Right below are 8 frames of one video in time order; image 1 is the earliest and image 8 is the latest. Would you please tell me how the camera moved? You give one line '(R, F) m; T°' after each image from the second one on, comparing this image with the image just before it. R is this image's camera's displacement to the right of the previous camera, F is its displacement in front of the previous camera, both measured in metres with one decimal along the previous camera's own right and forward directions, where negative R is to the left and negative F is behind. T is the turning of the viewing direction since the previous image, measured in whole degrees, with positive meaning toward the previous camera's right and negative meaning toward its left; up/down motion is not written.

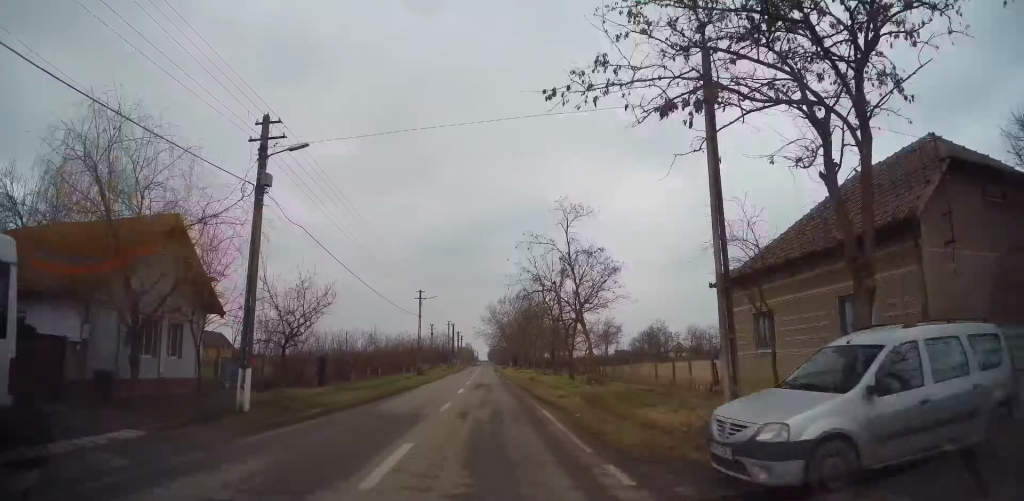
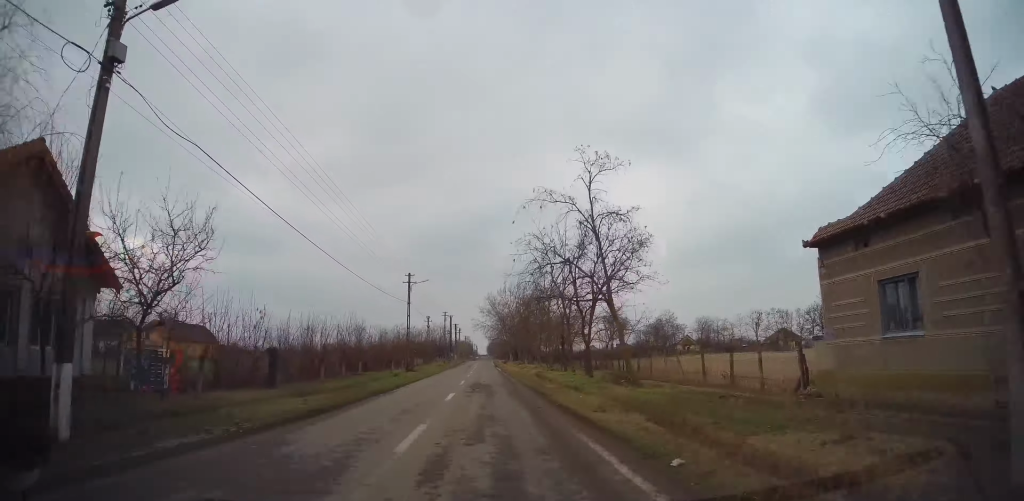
(+0.2, +6.7) m; 0°
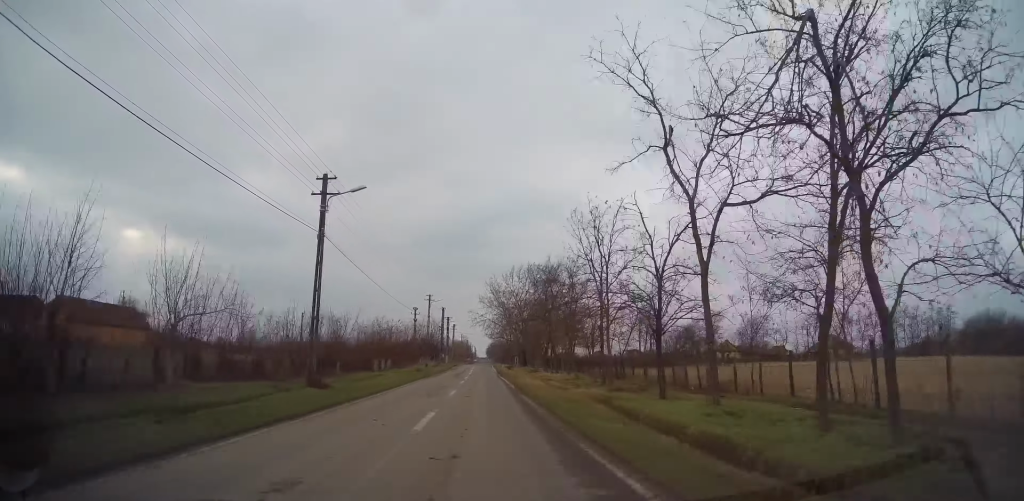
(-0.2, +23.7) m; -1°
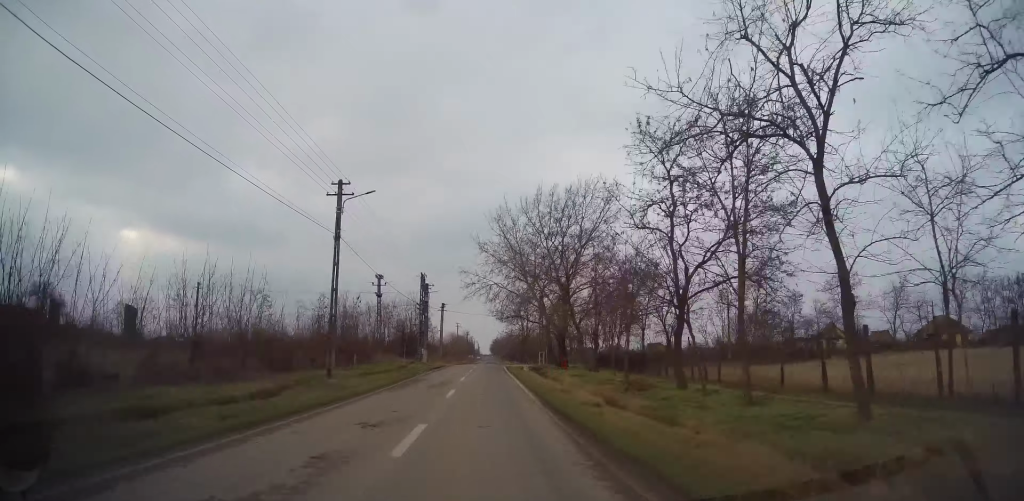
(-0.5, +38.1) m; -2°
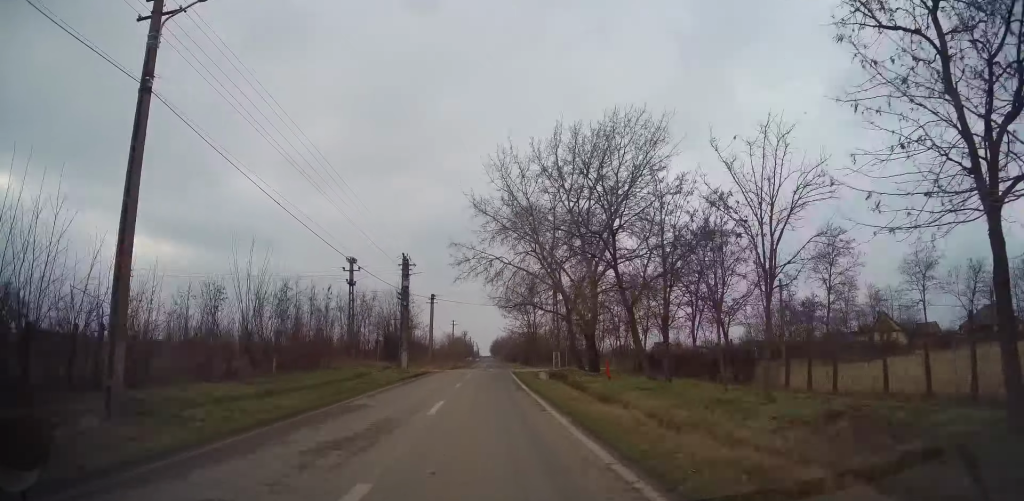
(0.0, +13.1) m; +1°
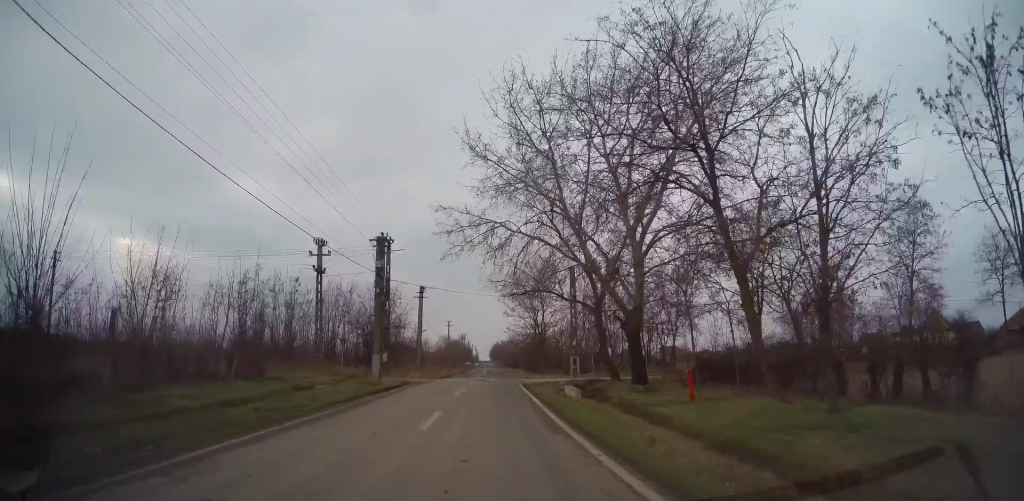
(+0.1, +10.3) m; +1°
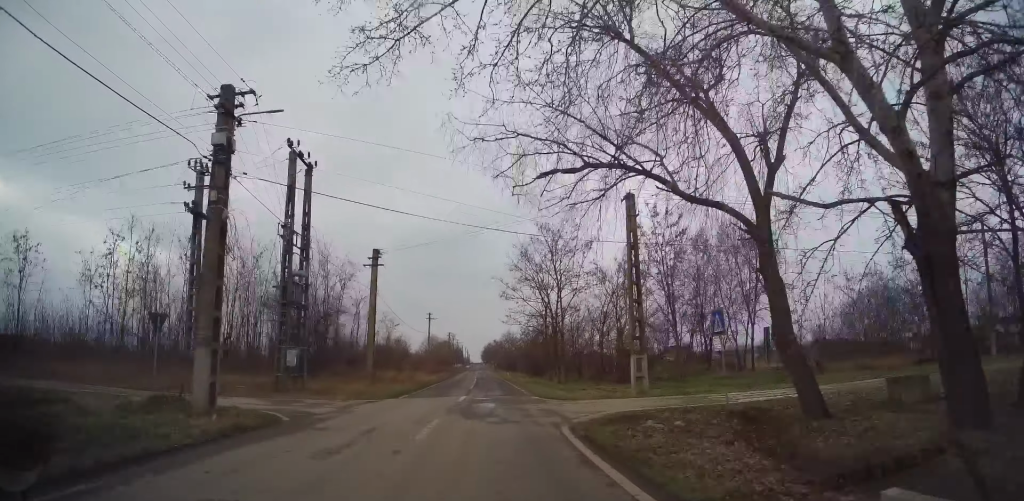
(+0.2, +17.8) m; 0°
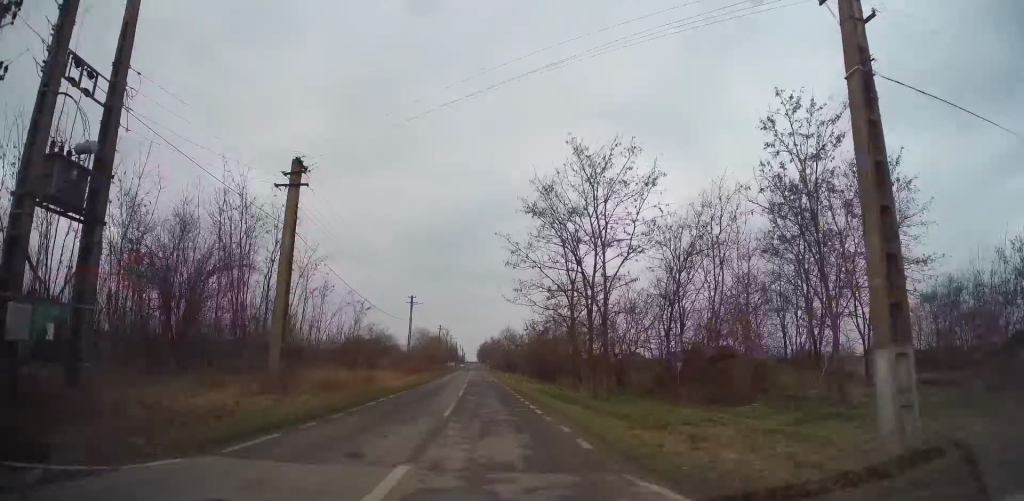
(-0.1, +13.7) m; +1°
